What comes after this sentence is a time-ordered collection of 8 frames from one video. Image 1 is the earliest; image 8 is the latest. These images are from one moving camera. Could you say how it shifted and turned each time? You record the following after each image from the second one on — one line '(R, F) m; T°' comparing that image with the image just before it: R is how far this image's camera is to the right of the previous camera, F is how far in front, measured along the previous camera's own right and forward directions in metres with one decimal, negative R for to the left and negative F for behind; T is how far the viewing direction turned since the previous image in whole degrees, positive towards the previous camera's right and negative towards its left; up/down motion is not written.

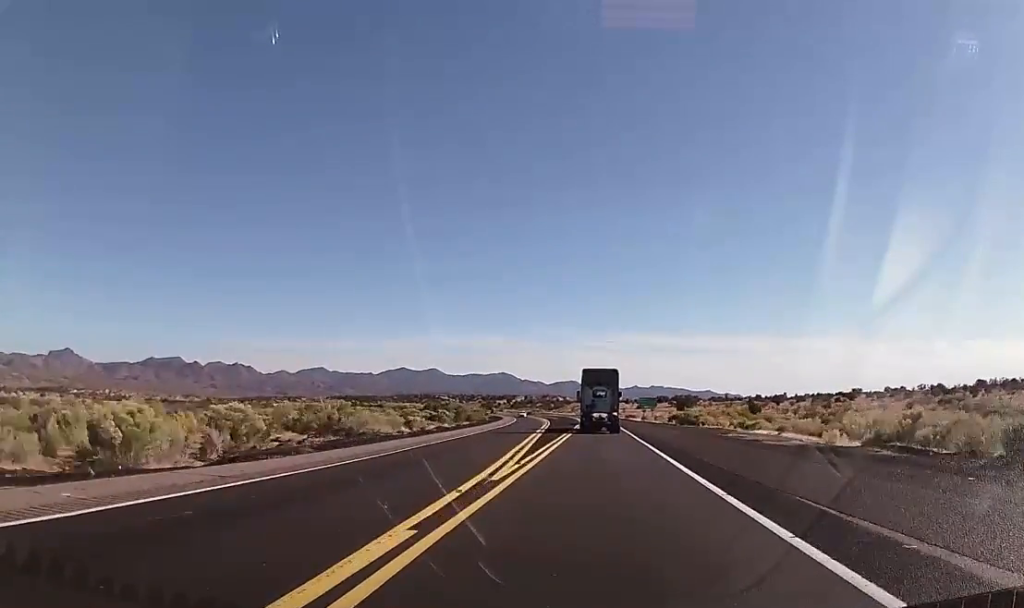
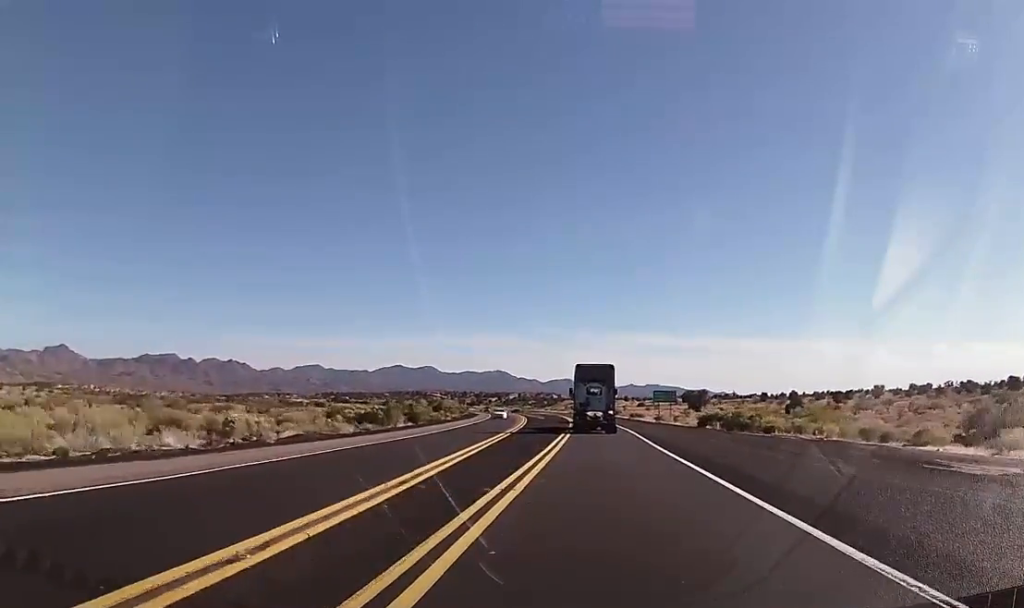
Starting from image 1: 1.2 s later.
(0.0, +35.8) m; 0°
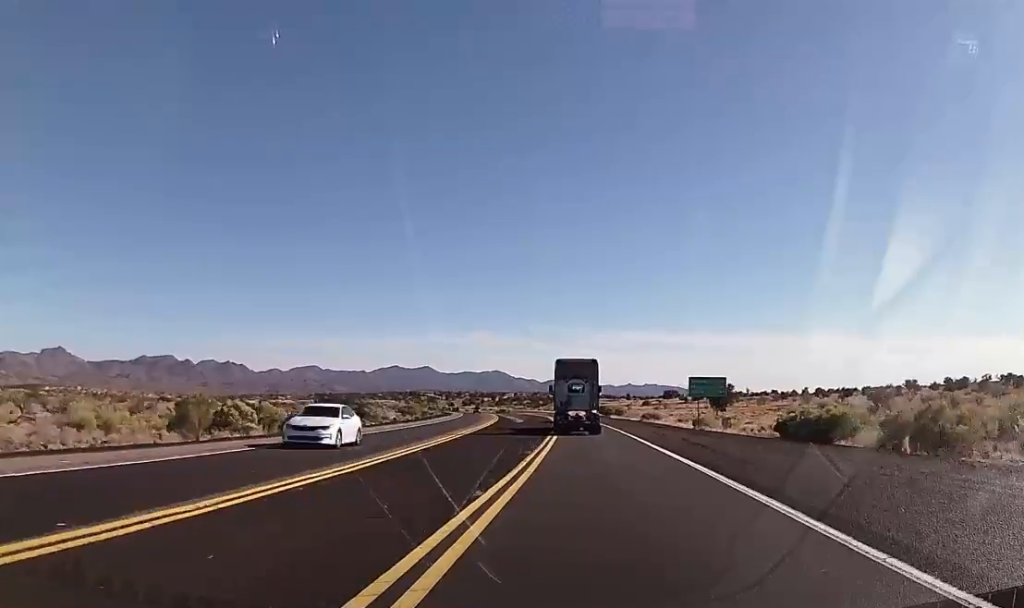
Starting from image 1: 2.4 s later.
(-0.1, +37.6) m; +1°
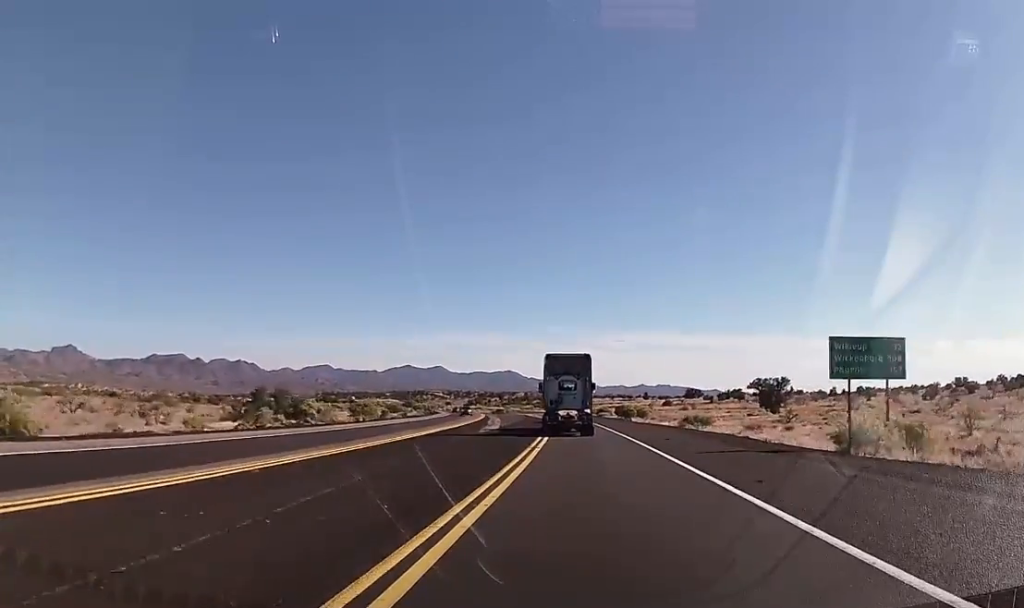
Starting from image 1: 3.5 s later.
(+0.3, +34.4) m; -1°
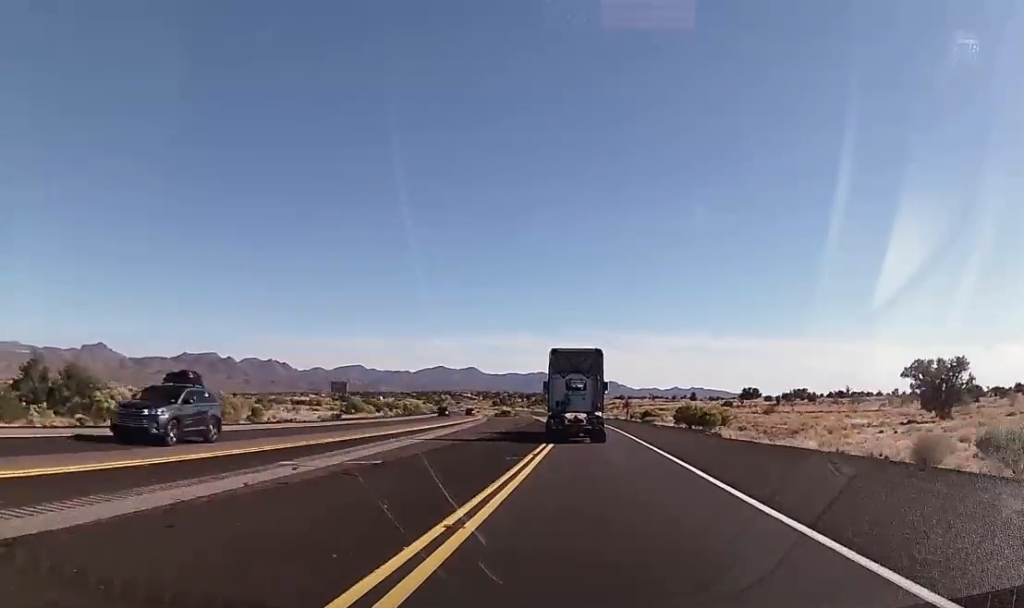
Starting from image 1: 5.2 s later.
(-1.2, +50.6) m; -1°
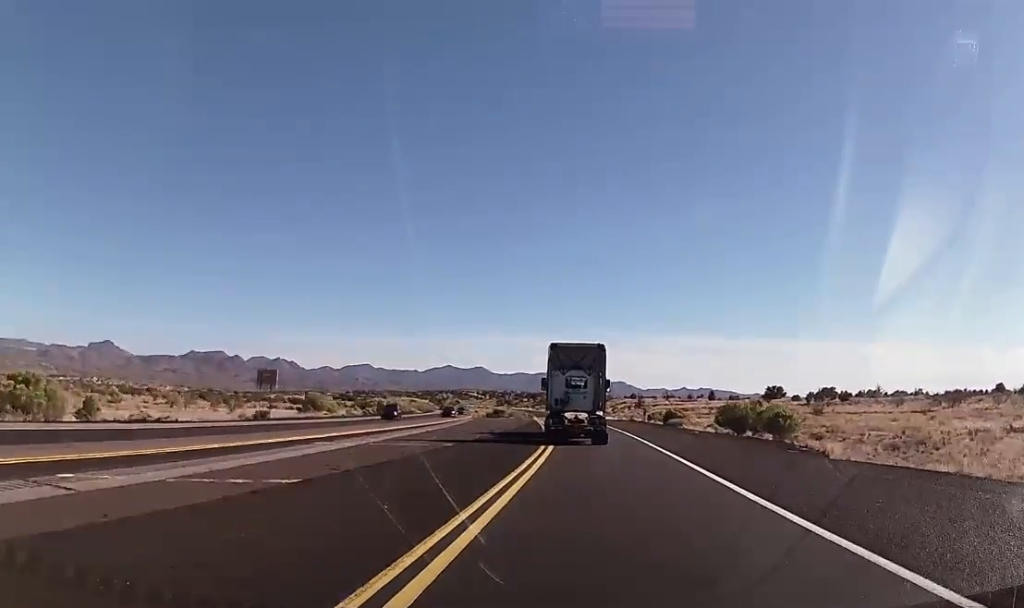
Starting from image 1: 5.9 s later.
(+0.1, +22.1) m; -1°
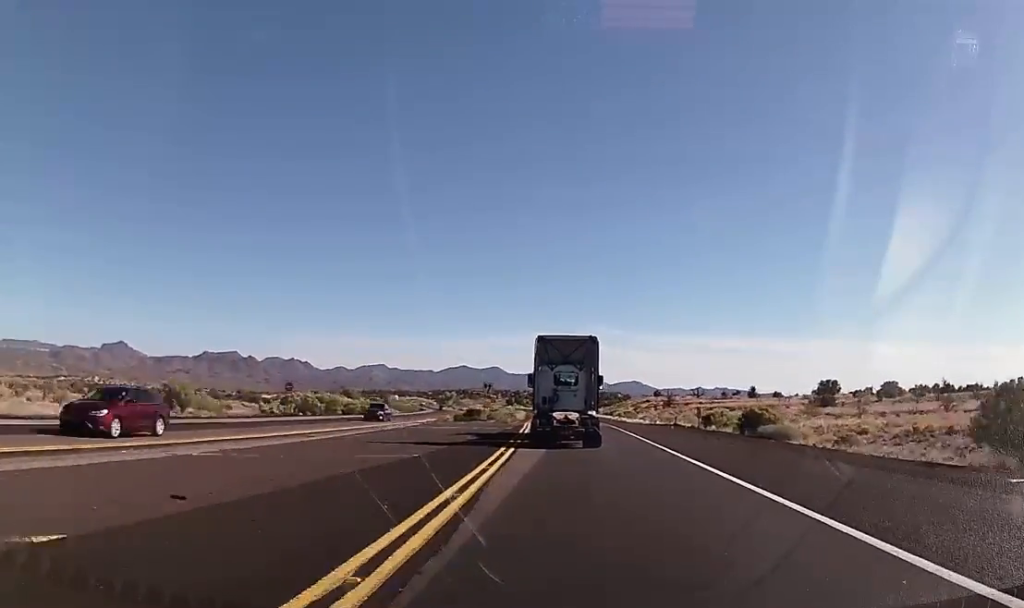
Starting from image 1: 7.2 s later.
(-1.2, +38.6) m; -2°
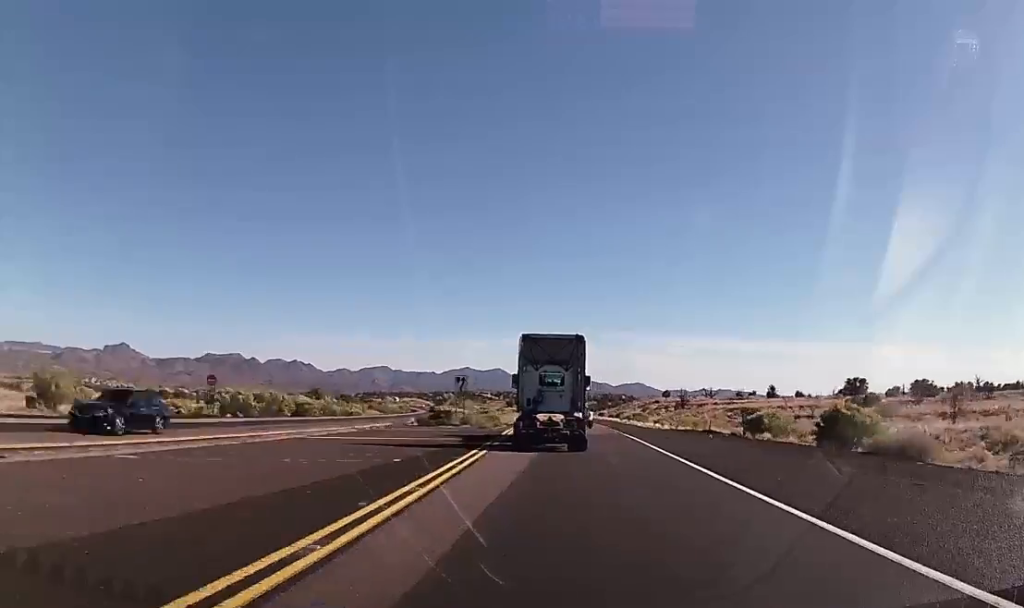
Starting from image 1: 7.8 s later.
(-0.1, +17.7) m; 0°
